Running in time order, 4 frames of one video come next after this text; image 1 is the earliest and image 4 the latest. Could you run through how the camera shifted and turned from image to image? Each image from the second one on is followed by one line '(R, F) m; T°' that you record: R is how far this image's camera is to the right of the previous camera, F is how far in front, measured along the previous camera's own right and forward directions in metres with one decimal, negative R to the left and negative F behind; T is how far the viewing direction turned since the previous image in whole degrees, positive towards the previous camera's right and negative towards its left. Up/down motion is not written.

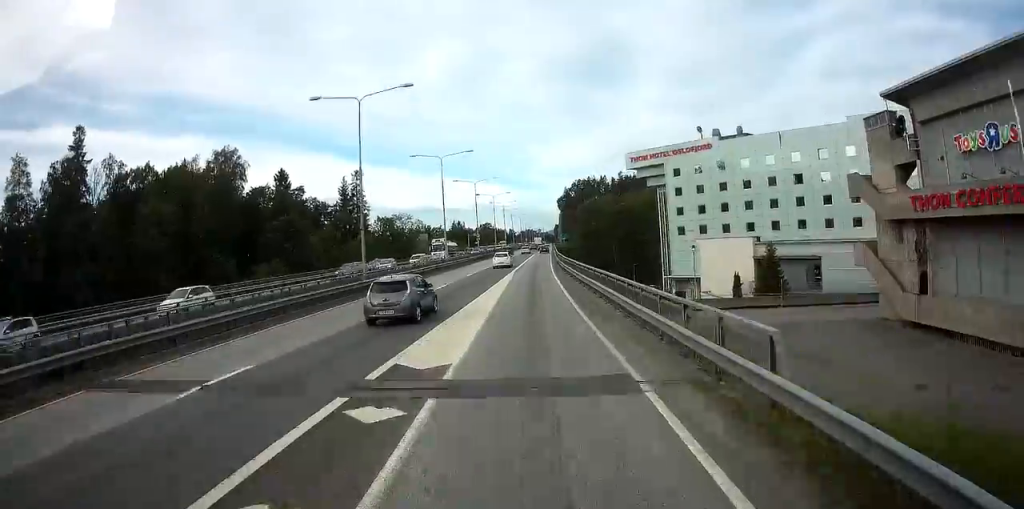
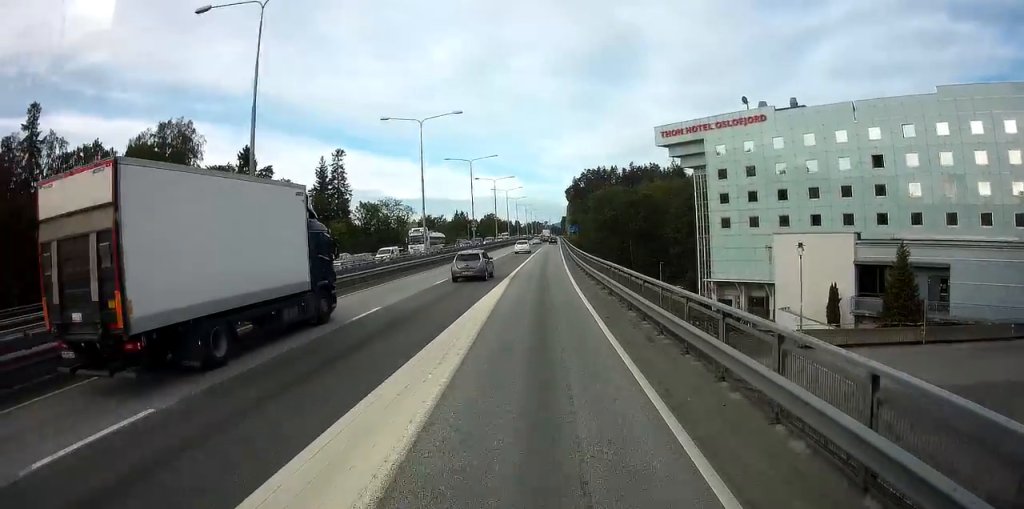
(-0.4, +16.4) m; -1°
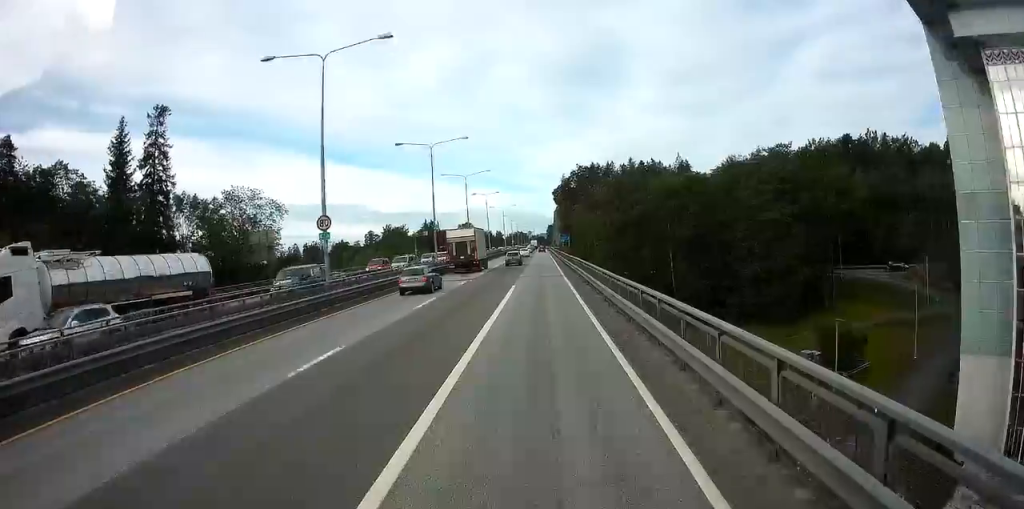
(+1.1, +52.5) m; +2°
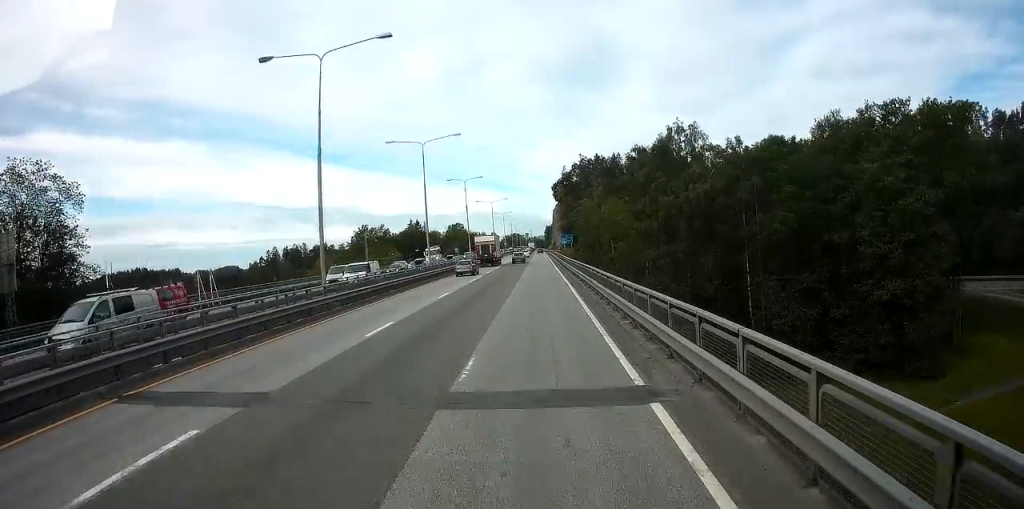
(+0.1, +29.6) m; -1°
